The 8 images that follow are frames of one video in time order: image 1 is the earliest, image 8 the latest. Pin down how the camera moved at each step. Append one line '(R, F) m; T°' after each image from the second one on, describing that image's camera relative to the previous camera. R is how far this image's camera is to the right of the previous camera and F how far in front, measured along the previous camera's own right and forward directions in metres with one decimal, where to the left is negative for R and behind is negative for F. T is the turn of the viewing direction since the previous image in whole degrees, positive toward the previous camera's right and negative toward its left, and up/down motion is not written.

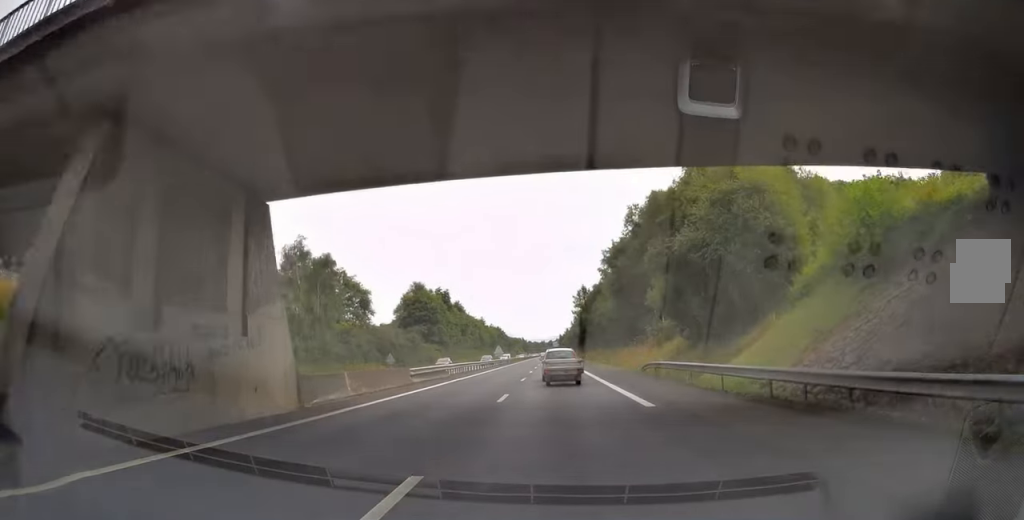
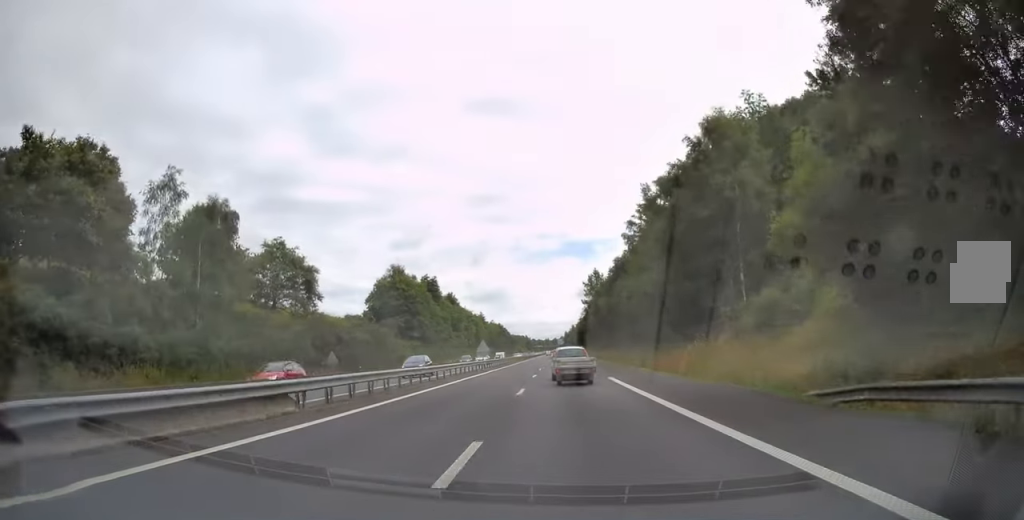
(-0.2, +23.9) m; 0°
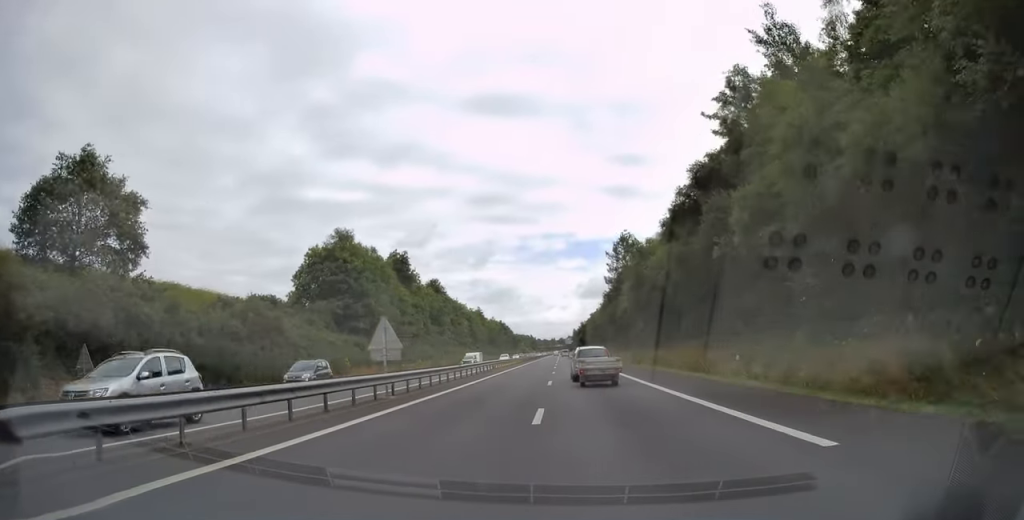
(-0.1, +34.5) m; 0°
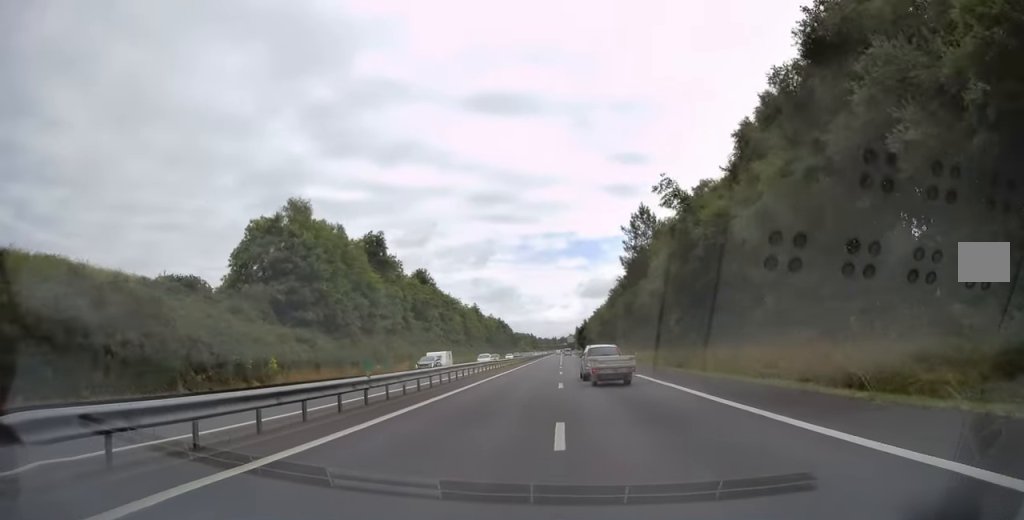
(0.0, +16.3) m; 0°
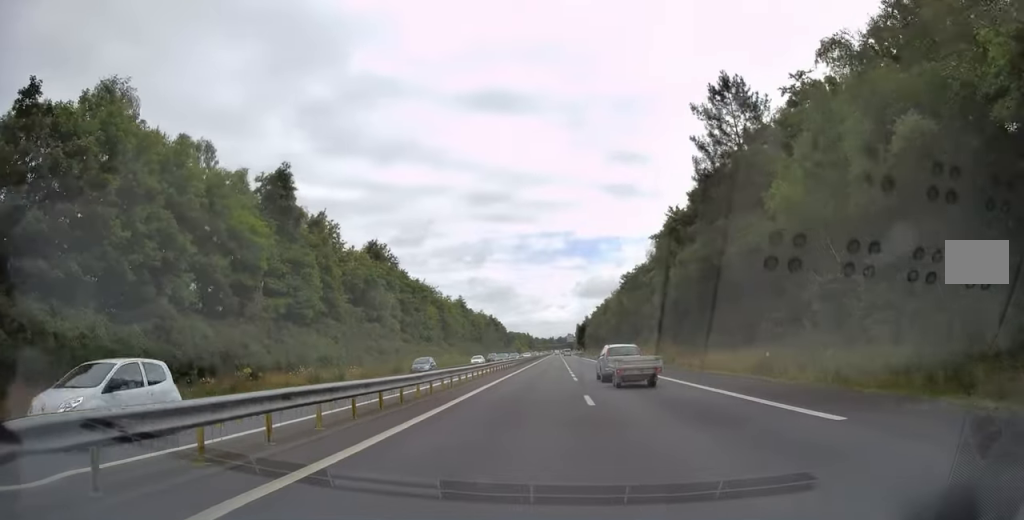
(0.0, +33.2) m; 0°
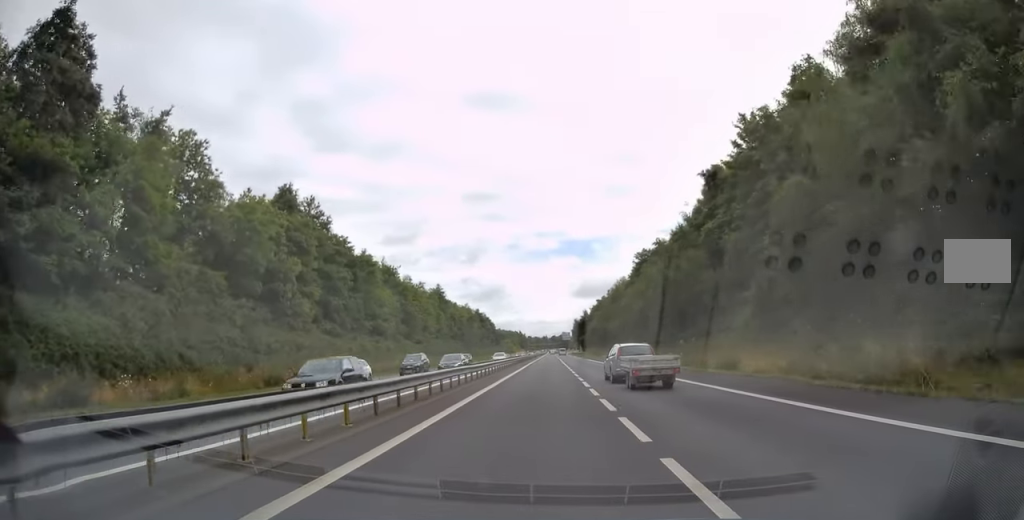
(+0.1, +31.7) m; 0°
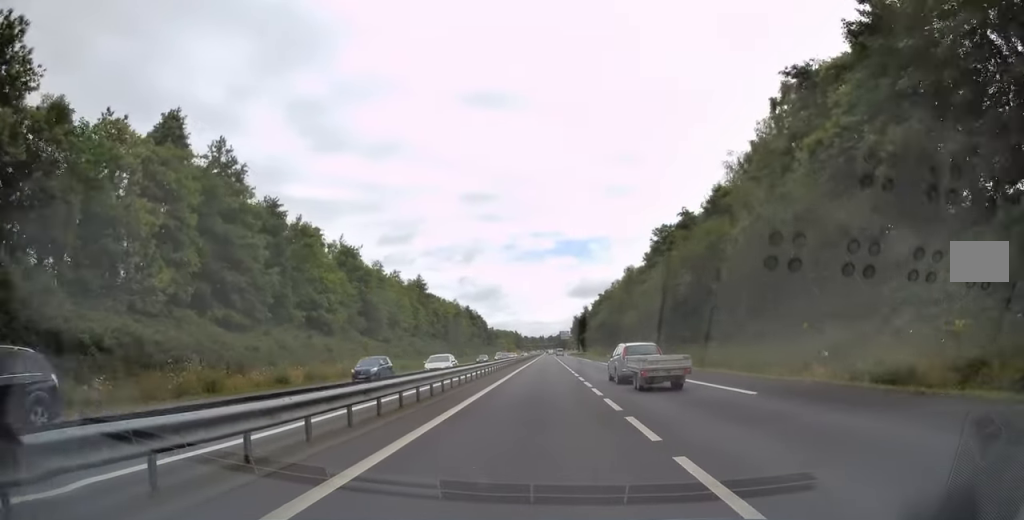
(0.0, +22.2) m; 0°
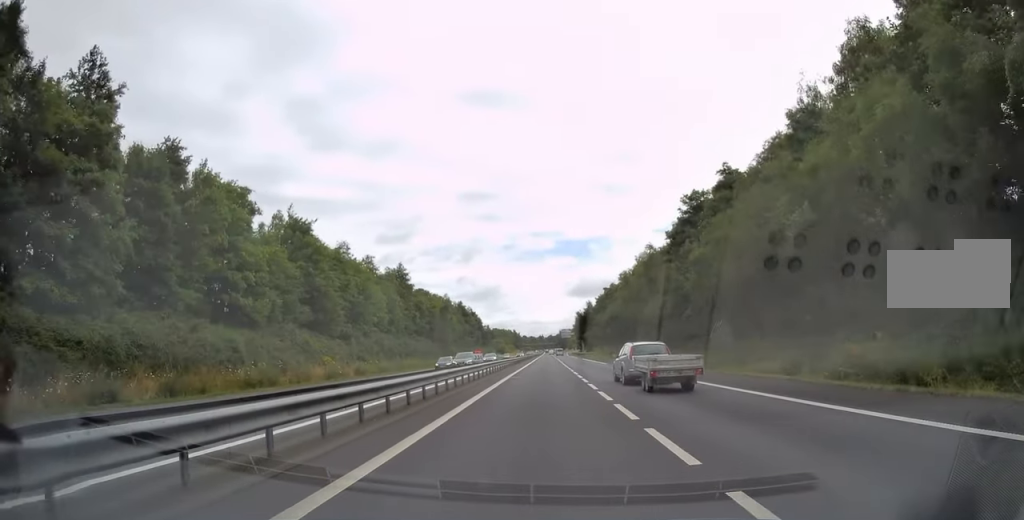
(+0.1, +19.5) m; 0°
